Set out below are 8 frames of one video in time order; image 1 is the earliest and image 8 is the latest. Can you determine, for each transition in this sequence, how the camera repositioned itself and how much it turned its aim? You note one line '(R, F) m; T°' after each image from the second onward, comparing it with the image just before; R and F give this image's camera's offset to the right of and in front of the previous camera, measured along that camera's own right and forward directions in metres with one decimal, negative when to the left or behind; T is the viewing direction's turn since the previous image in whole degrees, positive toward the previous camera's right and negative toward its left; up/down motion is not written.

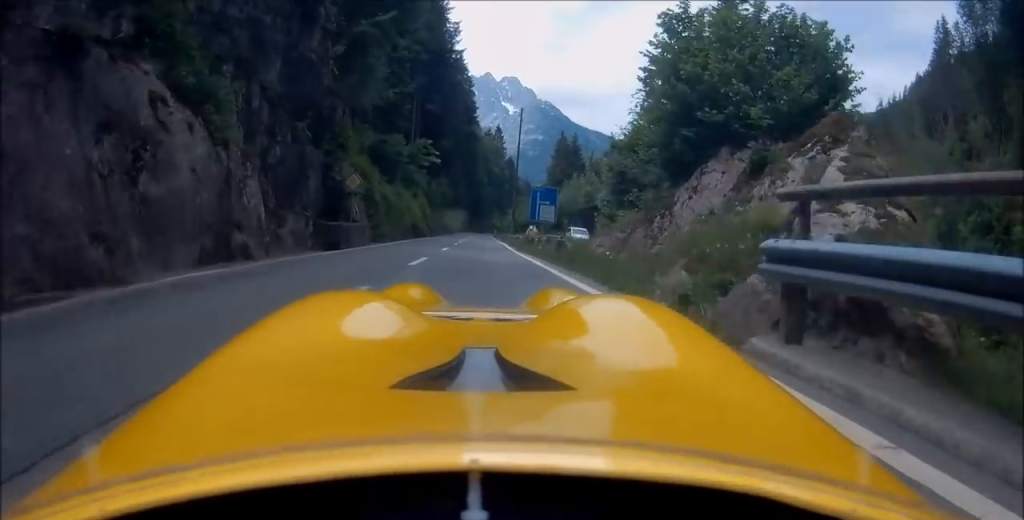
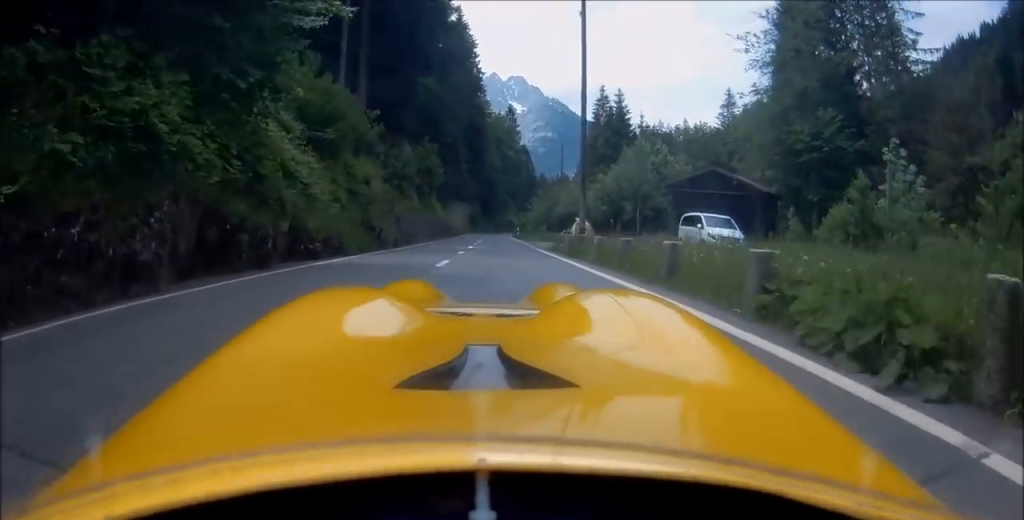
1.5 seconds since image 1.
(-0.1, +31.9) m; +1°
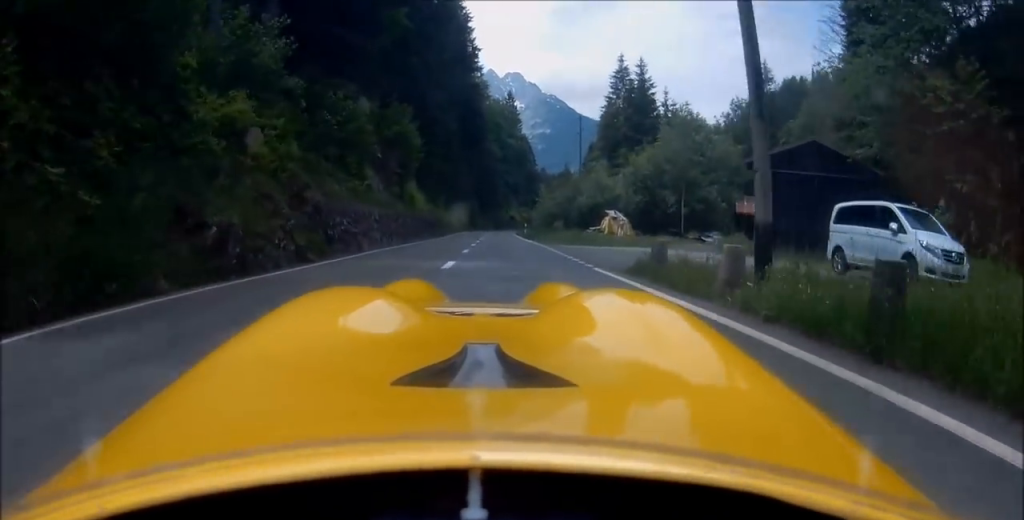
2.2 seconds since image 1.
(+0.1, +13.4) m; 0°
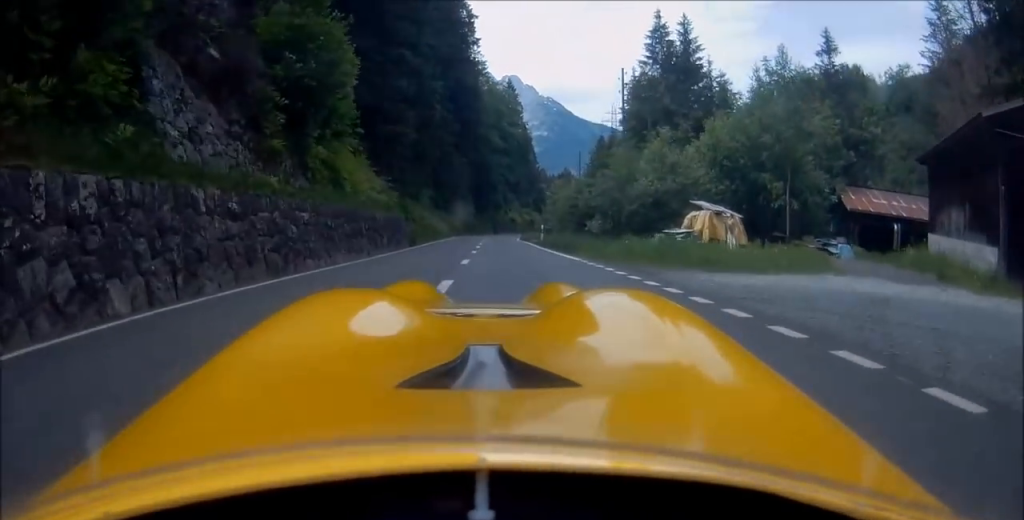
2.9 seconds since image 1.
(-0.1, +16.4) m; 0°
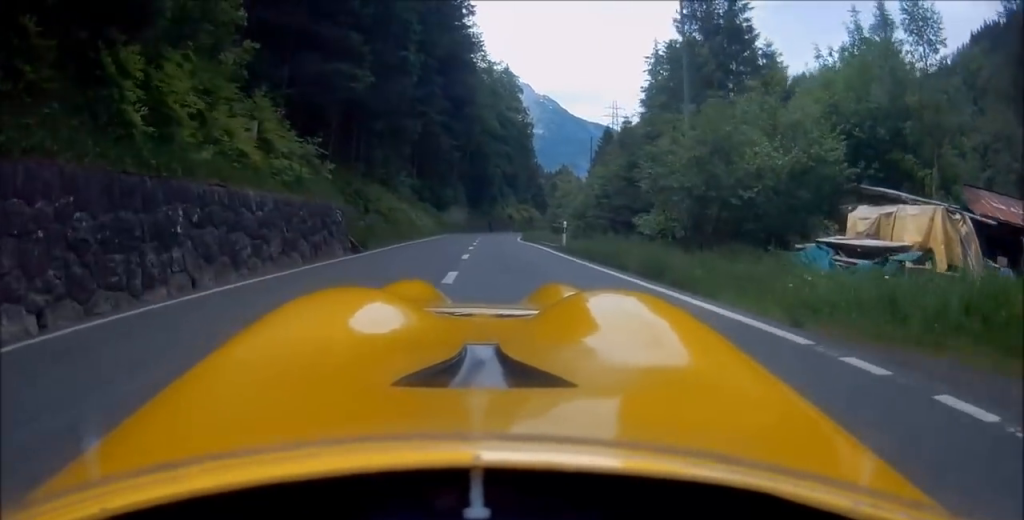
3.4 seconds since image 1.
(0.0, +11.3) m; +1°
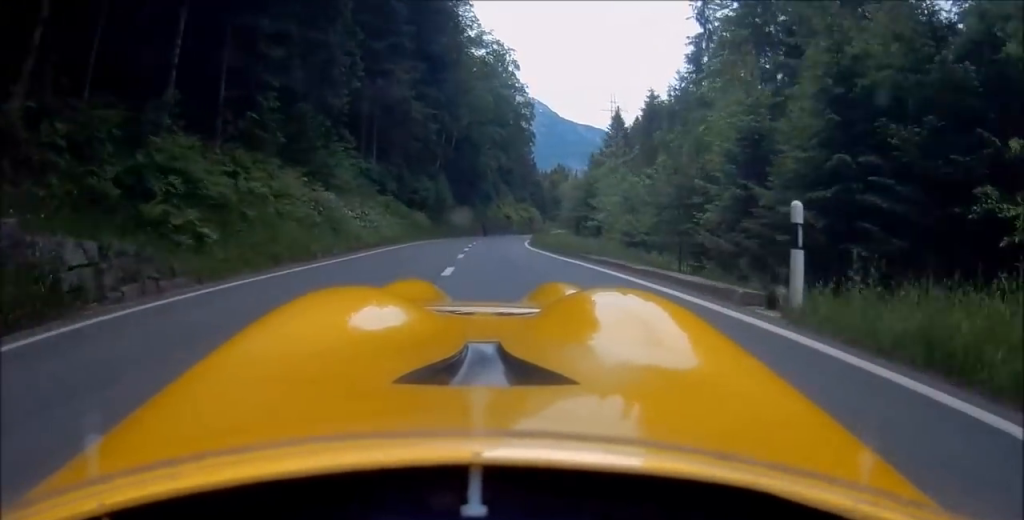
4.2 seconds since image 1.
(+0.1, +17.2) m; +2°
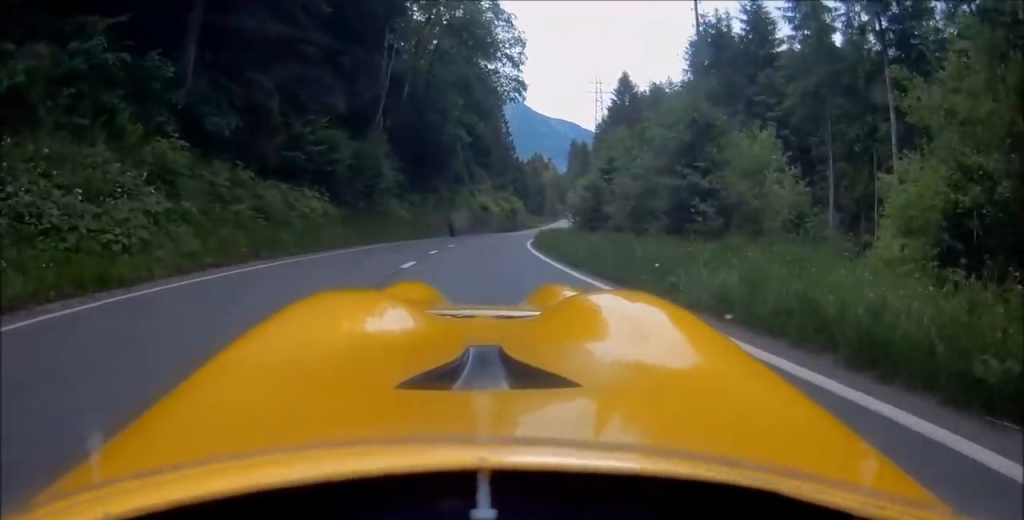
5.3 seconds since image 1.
(+0.7, +22.7) m; +3°
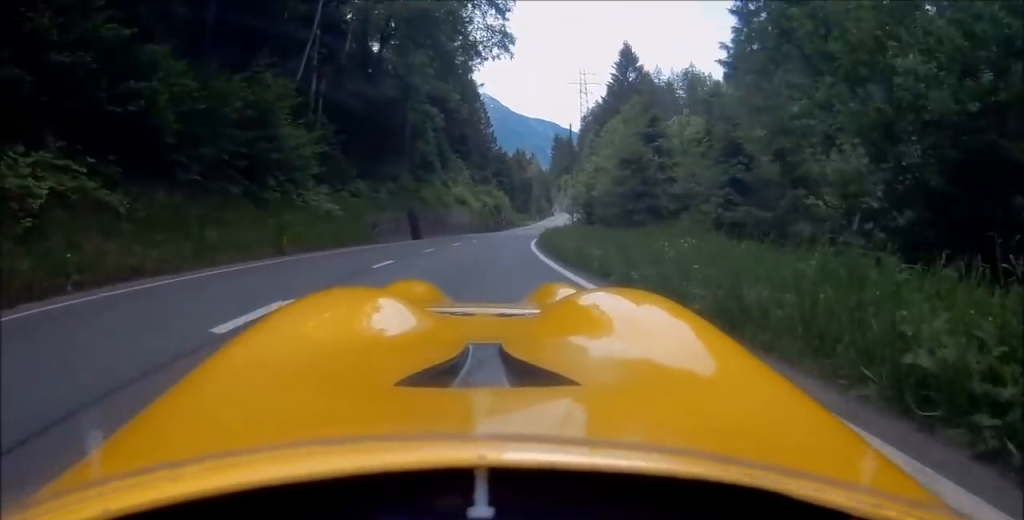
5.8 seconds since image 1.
(+0.1, +13.2) m; +2°
